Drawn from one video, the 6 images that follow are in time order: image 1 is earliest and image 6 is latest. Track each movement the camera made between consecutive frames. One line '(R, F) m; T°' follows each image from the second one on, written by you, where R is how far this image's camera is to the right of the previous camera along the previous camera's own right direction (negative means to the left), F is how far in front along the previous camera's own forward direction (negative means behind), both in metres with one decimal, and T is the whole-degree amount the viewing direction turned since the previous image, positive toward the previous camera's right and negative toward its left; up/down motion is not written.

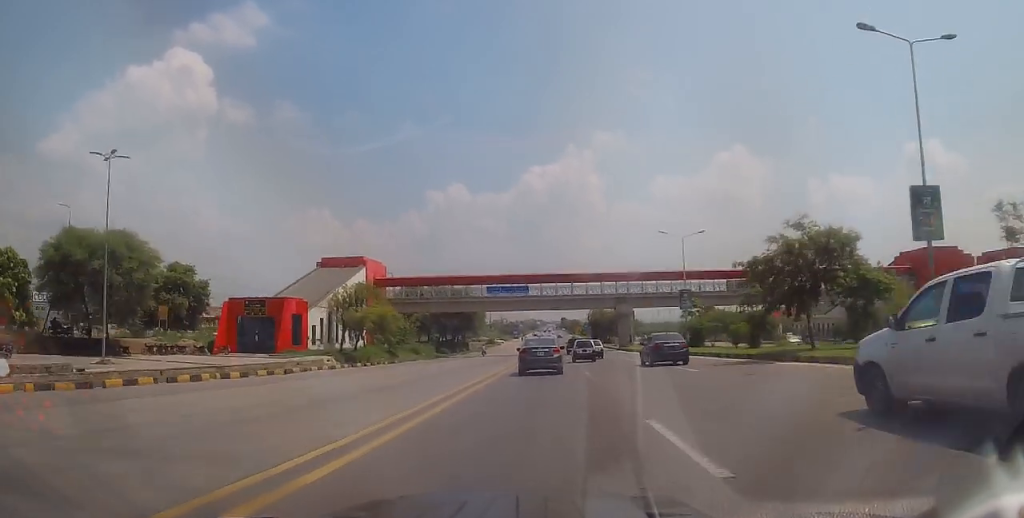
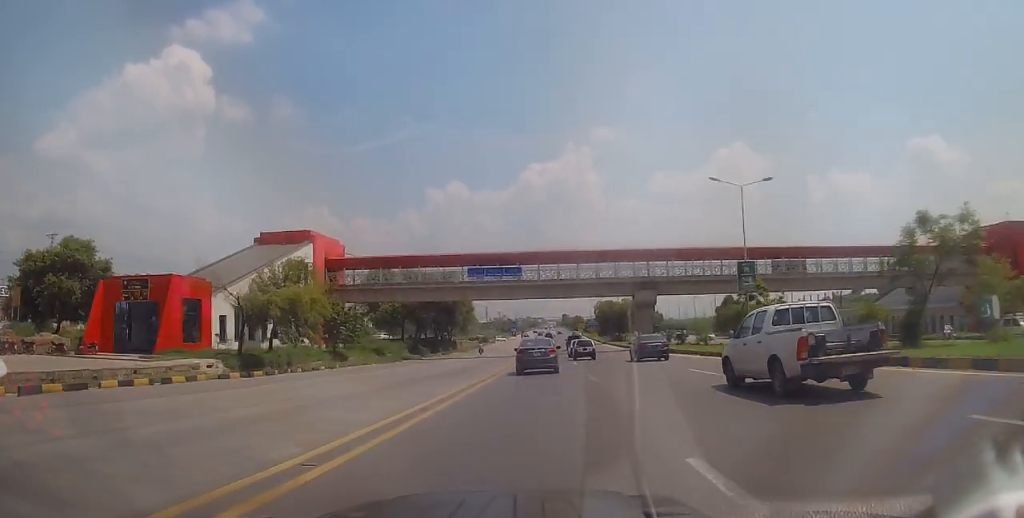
(+0.9, +18.8) m; +2°
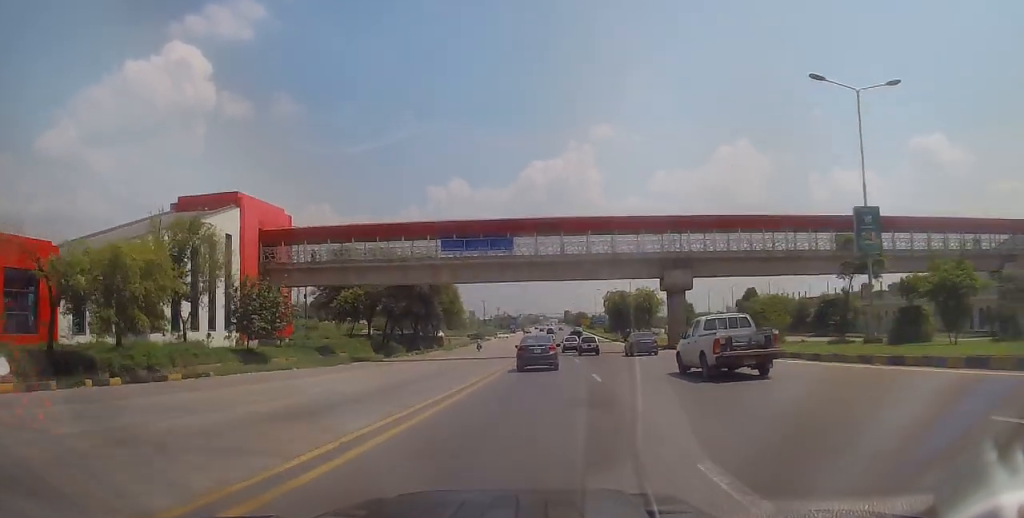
(-0.1, +16.2) m; -2°
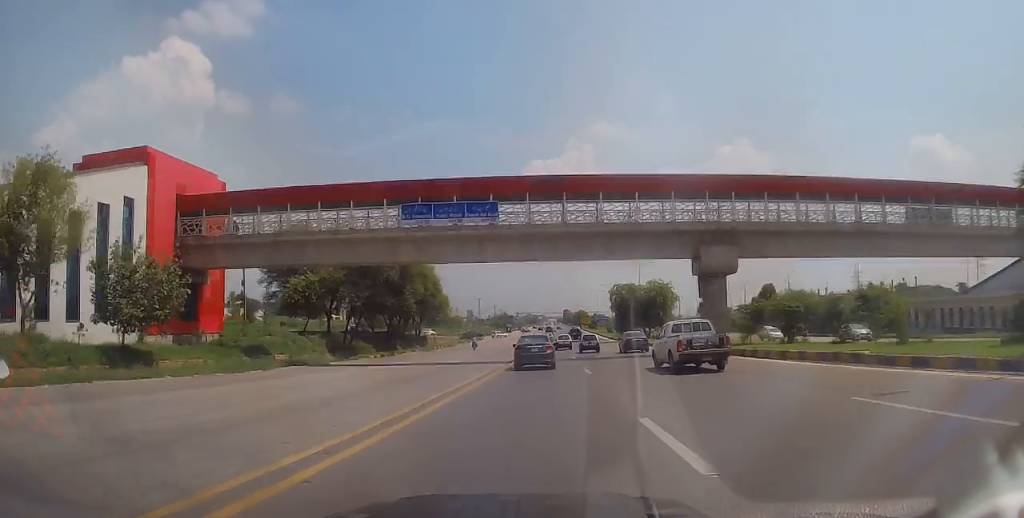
(-0.3, +12.4) m; 0°
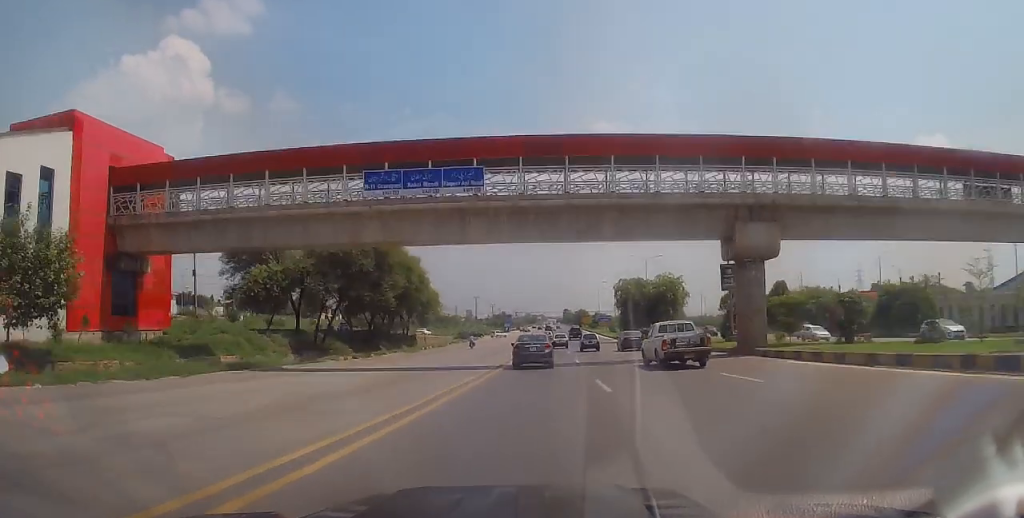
(-0.1, +7.1) m; 0°
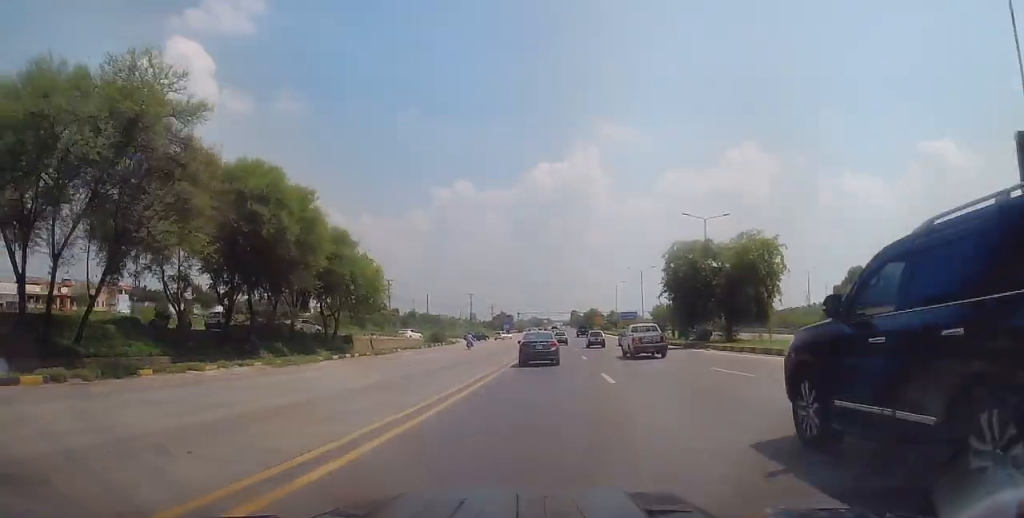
(+0.1, +30.0) m; 0°
